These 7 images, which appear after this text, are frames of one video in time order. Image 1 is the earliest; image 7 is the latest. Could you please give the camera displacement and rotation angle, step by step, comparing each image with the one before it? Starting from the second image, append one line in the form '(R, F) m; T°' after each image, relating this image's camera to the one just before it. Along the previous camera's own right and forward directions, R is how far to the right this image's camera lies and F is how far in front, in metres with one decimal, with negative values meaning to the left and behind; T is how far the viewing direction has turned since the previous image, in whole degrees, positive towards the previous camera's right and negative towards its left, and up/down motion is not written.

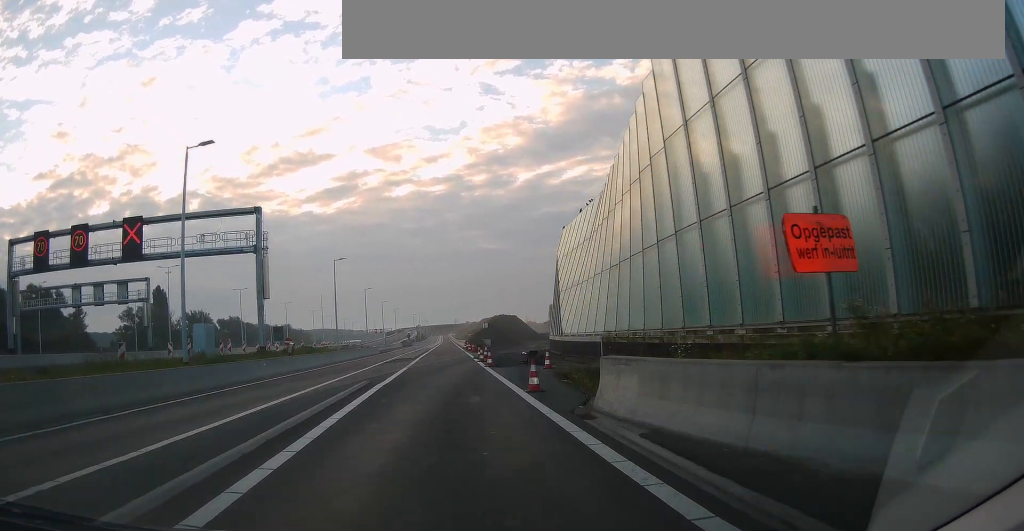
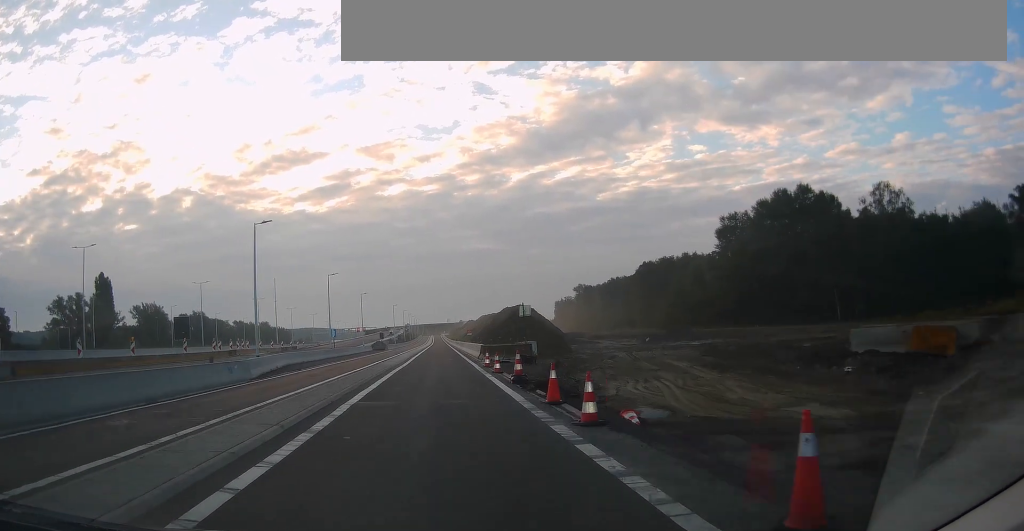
(0.0, +53.0) m; +1°
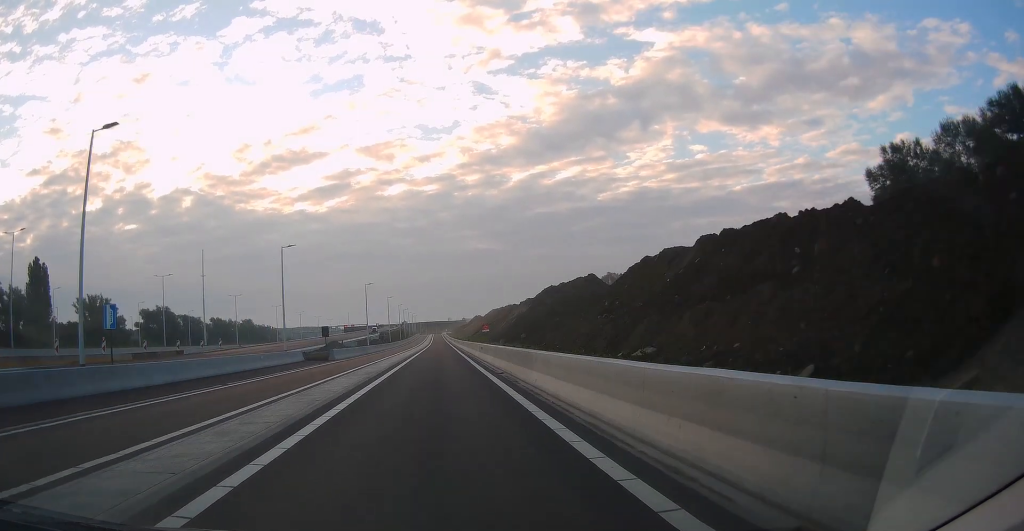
(+0.9, +56.0) m; +1°
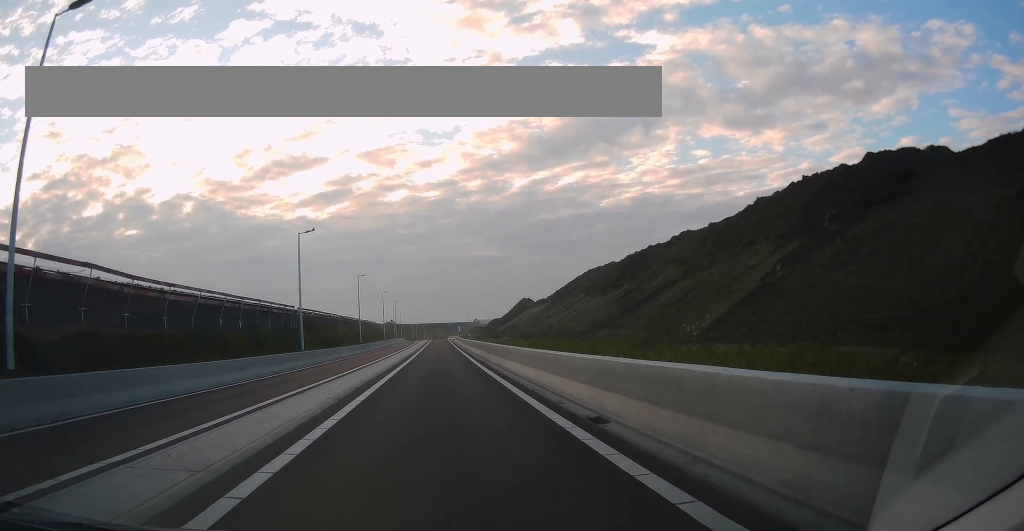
(-0.6, +146.1) m; 0°
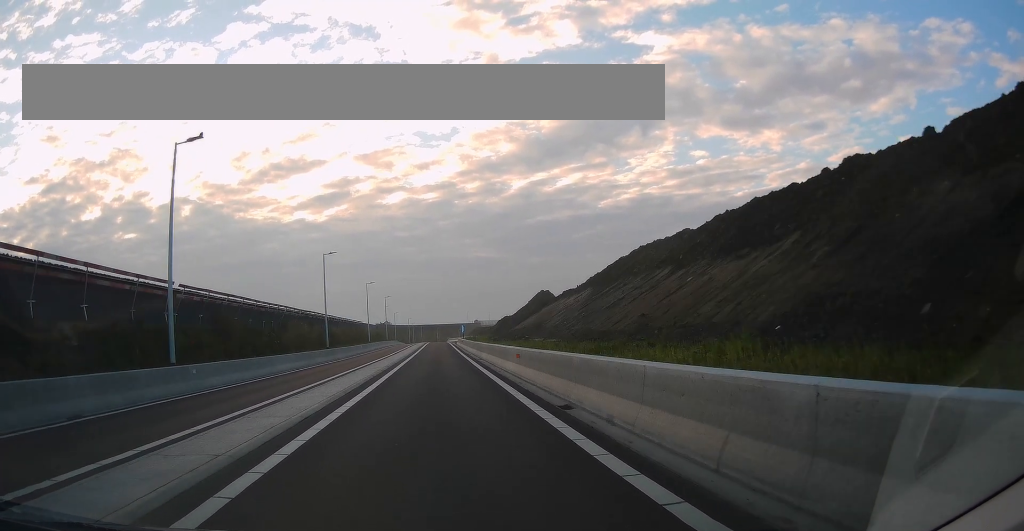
(-0.1, +22.5) m; 0°
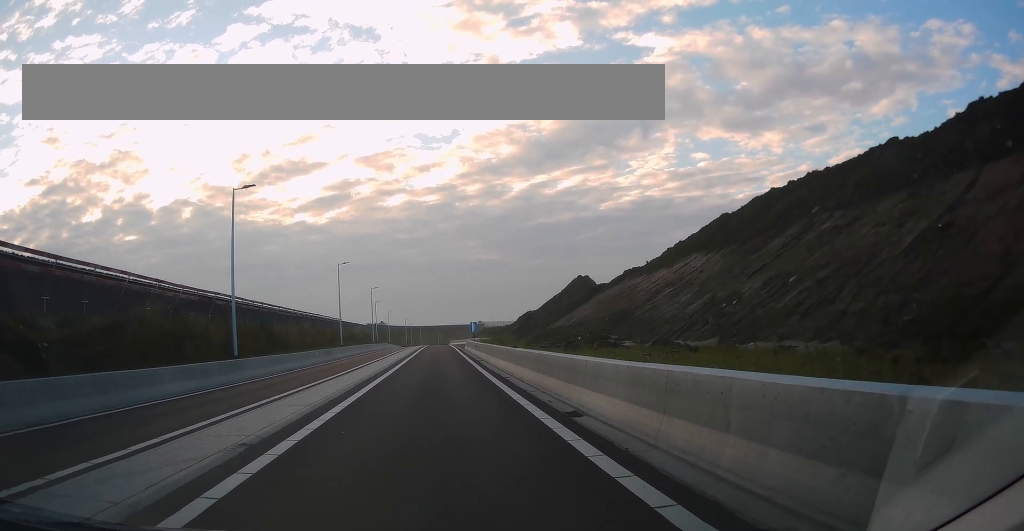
(+0.3, +25.8) m; 0°
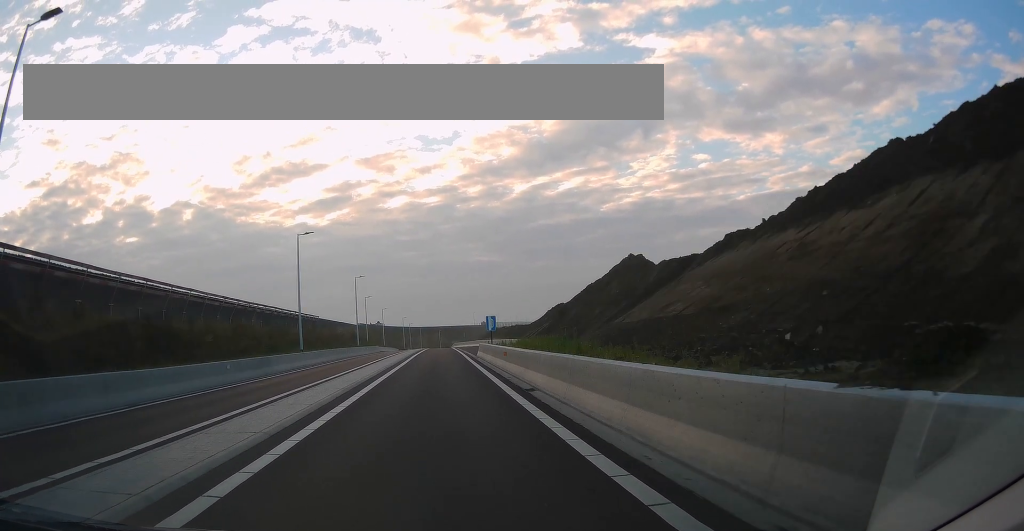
(+0.1, +19.4) m; 0°
